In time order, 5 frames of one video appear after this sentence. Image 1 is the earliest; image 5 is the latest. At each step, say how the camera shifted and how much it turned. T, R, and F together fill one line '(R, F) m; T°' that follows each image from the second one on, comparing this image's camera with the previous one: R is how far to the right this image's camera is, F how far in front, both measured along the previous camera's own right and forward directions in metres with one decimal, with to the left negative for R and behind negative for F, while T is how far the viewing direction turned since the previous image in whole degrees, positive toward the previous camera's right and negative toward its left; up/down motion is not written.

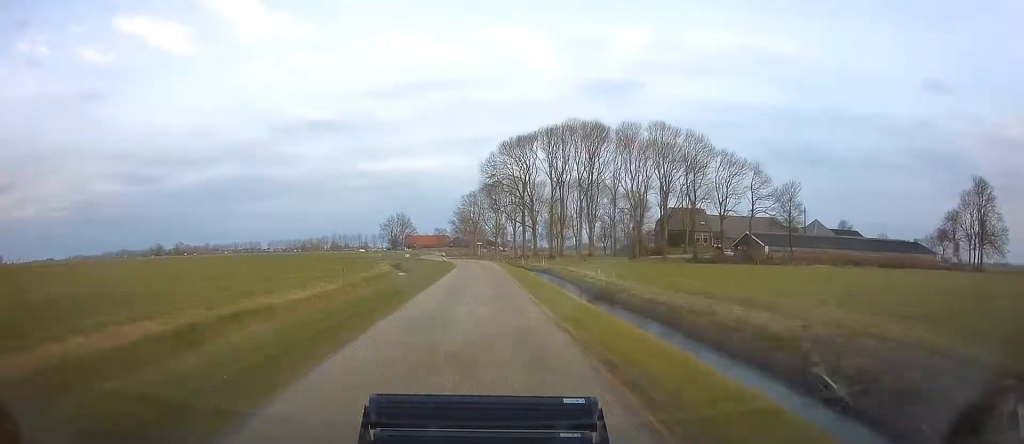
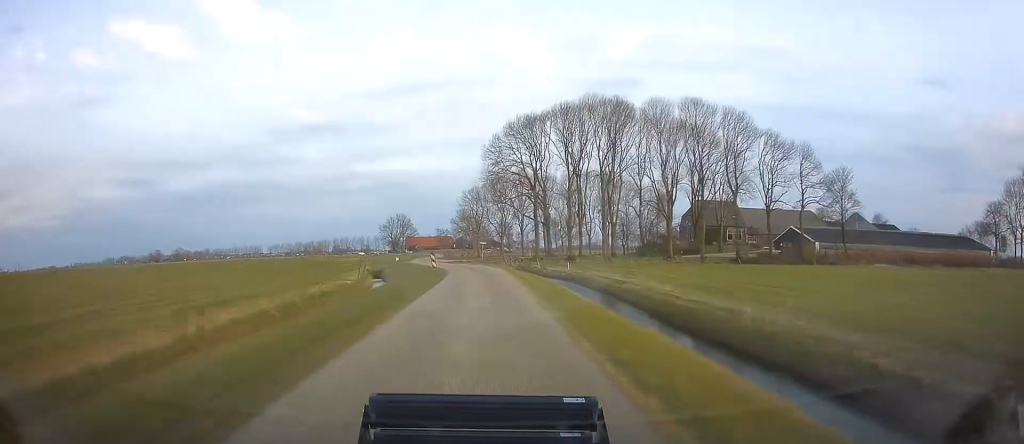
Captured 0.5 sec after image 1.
(0.0, +15.6) m; -1°
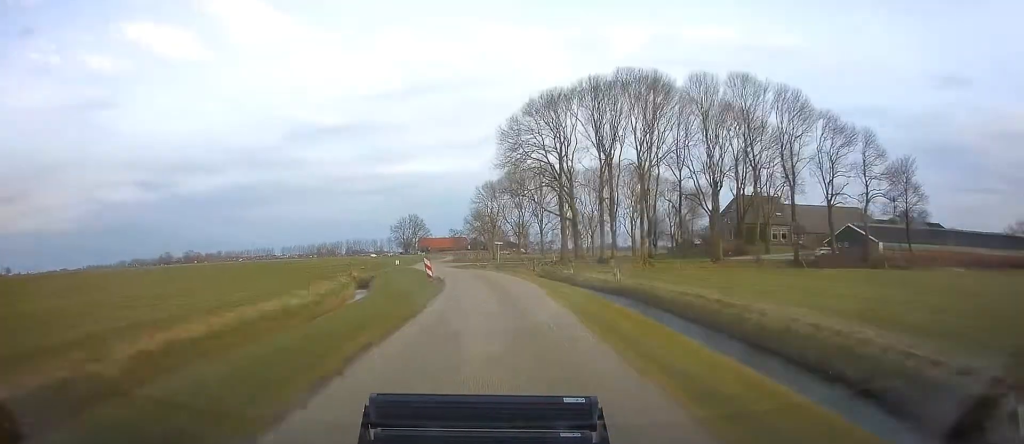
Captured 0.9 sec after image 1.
(0.0, +13.8) m; -2°
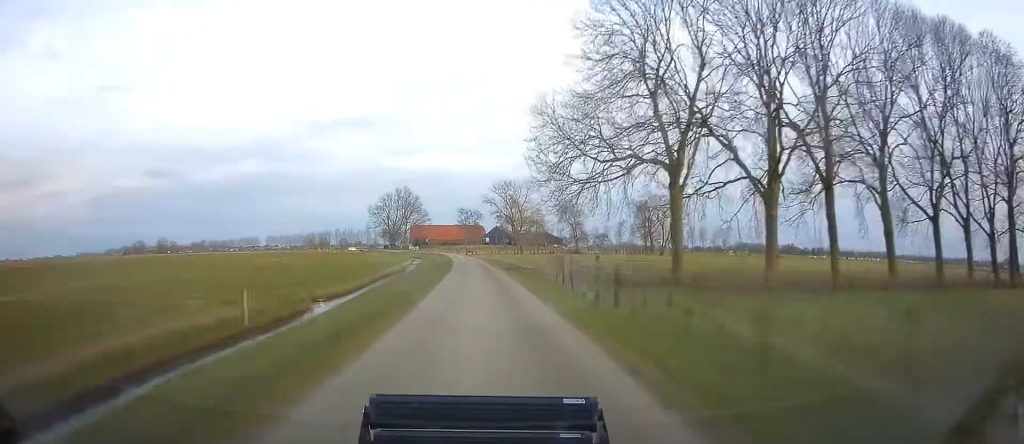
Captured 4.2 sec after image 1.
(-4.2, +110.5) m; 0°
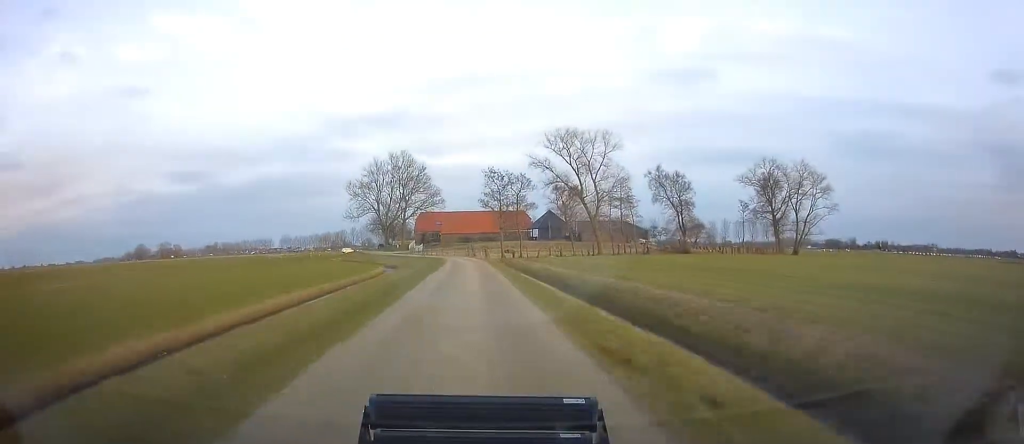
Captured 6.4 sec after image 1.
(-1.4, +78.8) m; -2°
